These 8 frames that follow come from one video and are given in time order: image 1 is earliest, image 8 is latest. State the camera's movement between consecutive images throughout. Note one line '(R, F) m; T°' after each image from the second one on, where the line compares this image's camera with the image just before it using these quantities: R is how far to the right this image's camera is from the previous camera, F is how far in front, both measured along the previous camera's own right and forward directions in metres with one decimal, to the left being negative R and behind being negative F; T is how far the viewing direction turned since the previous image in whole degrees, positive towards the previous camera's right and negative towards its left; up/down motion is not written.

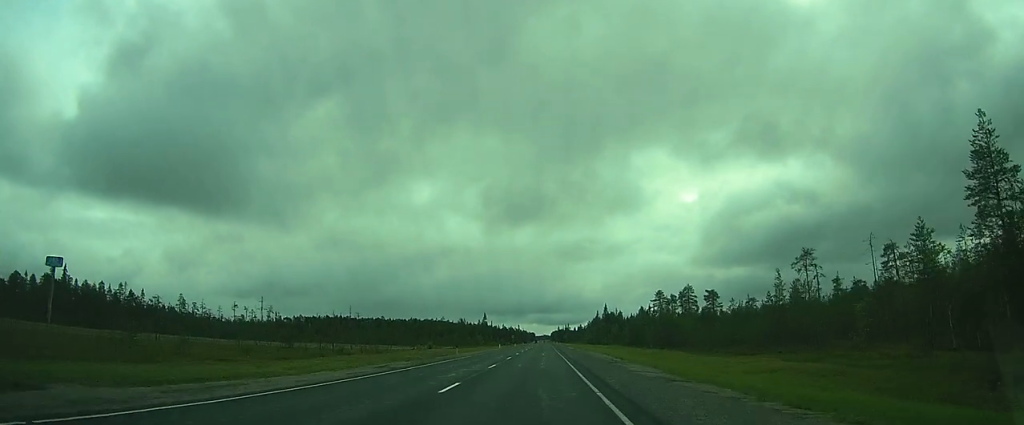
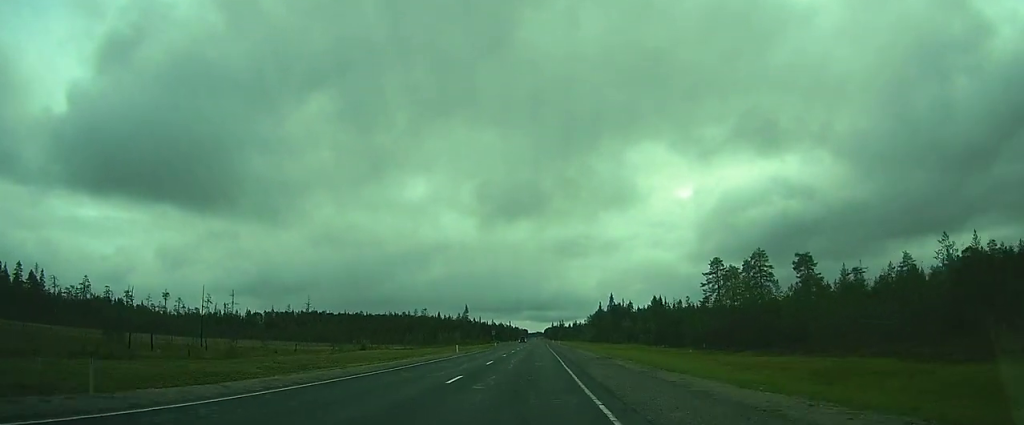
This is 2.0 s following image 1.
(-0.2, +44.6) m; 0°
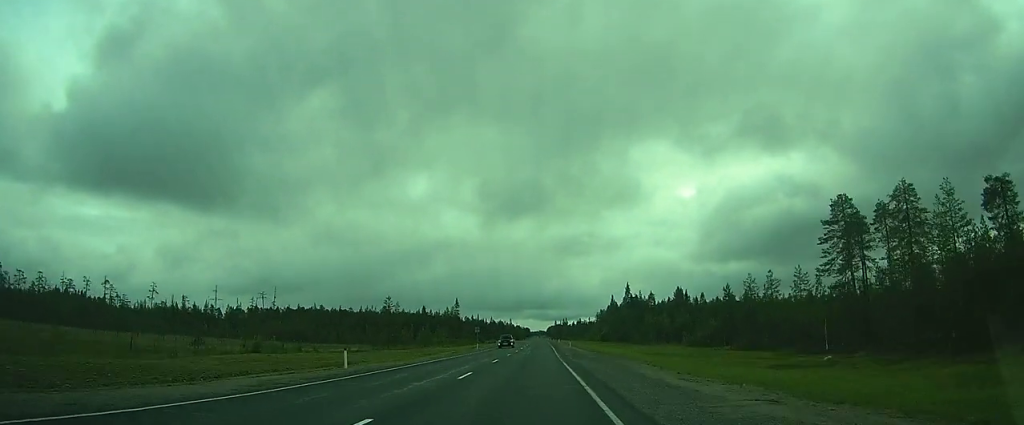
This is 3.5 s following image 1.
(+0.1, +34.0) m; 0°
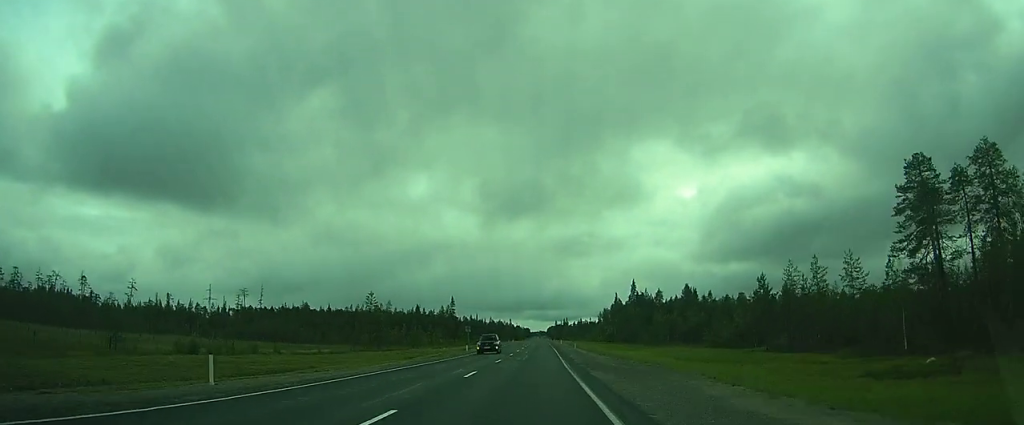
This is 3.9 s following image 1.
(0.0, +10.6) m; 0°
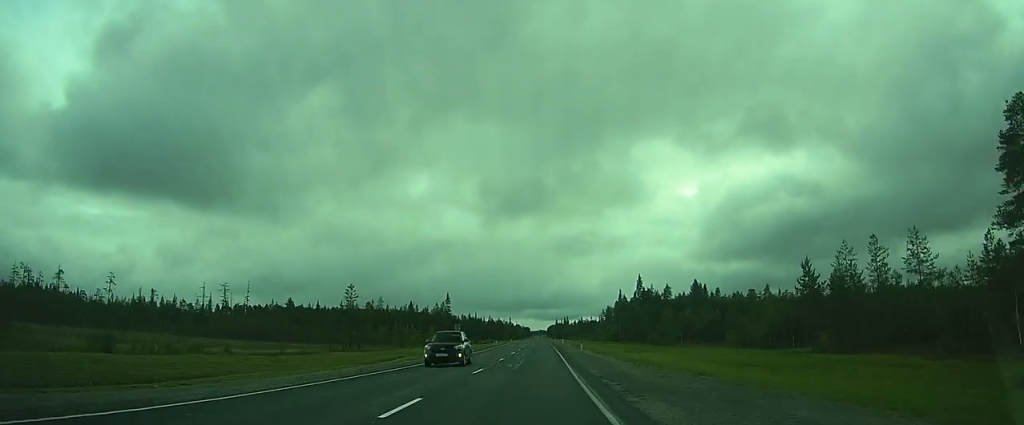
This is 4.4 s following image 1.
(0.0, +9.8) m; 0°
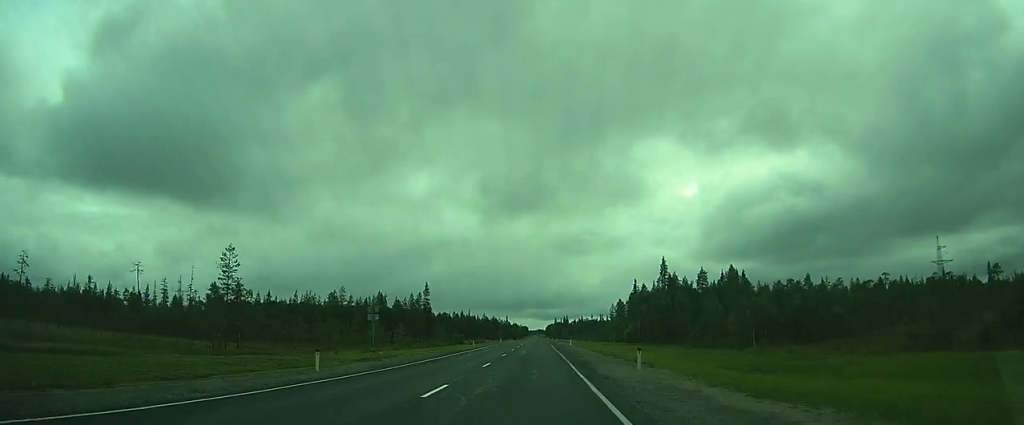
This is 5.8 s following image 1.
(+0.1, +32.4) m; +1°
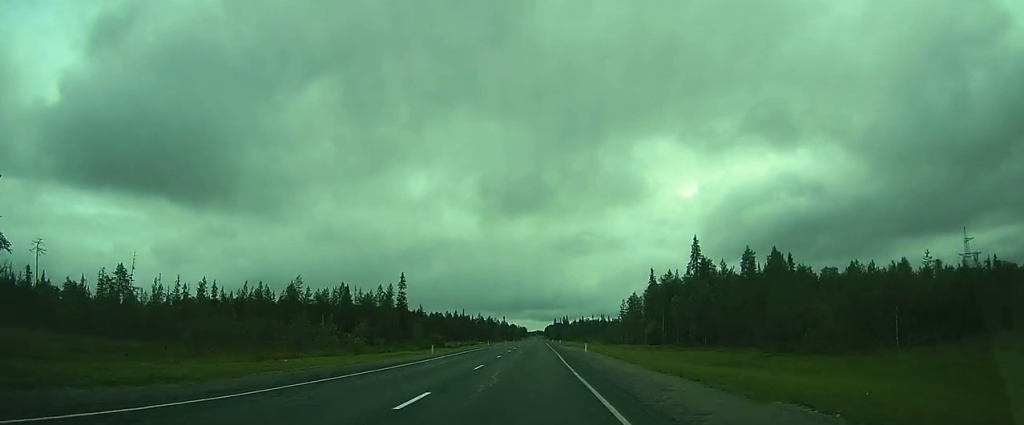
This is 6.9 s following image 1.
(+0.2, +25.5) m; +1°
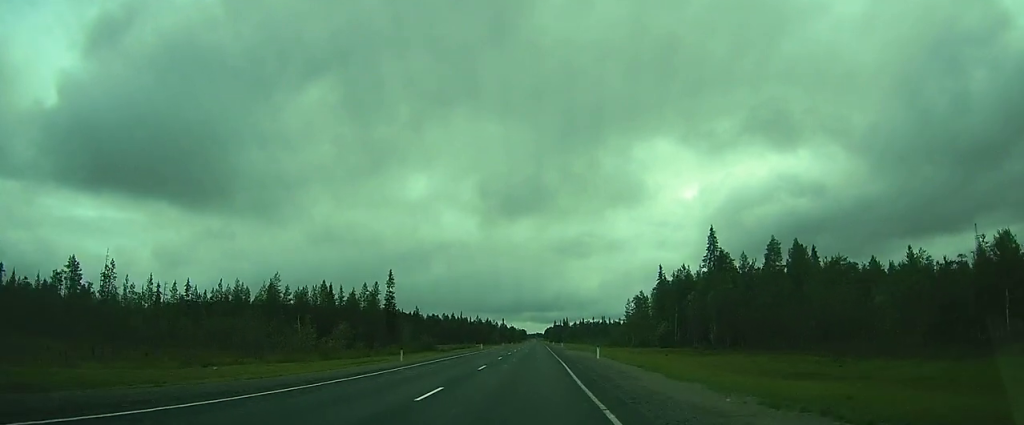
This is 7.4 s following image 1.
(0.0, +9.7) m; 0°
